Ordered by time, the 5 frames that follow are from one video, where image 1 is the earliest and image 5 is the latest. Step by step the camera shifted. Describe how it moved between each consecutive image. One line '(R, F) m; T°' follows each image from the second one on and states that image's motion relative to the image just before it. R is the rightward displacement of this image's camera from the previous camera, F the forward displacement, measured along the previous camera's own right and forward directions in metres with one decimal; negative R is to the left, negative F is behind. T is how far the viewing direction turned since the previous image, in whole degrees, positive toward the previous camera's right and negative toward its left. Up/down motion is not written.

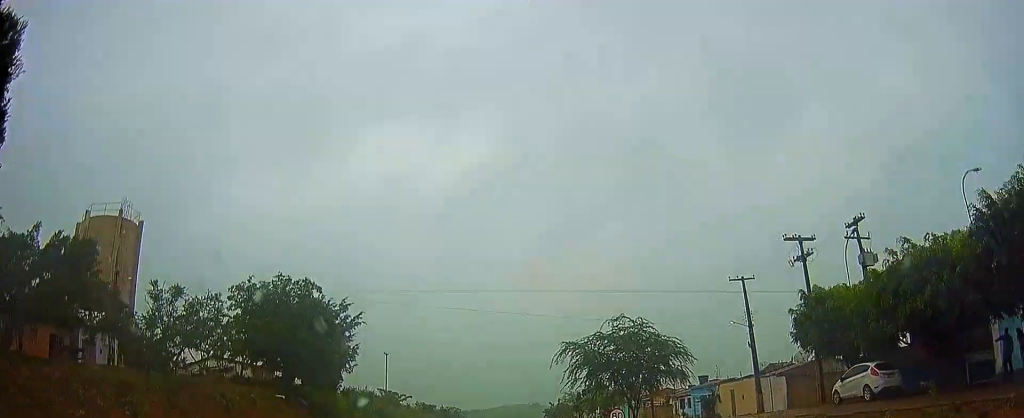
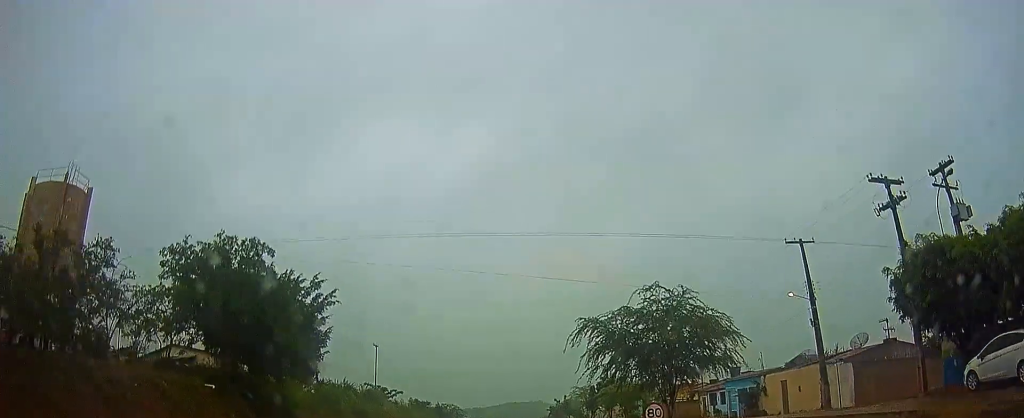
(-0.2, +9.7) m; -1°
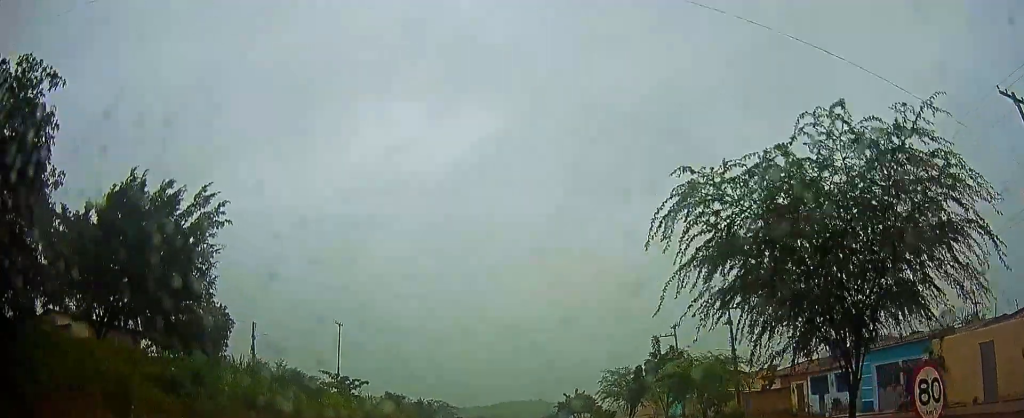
(+0.1, +18.6) m; 0°
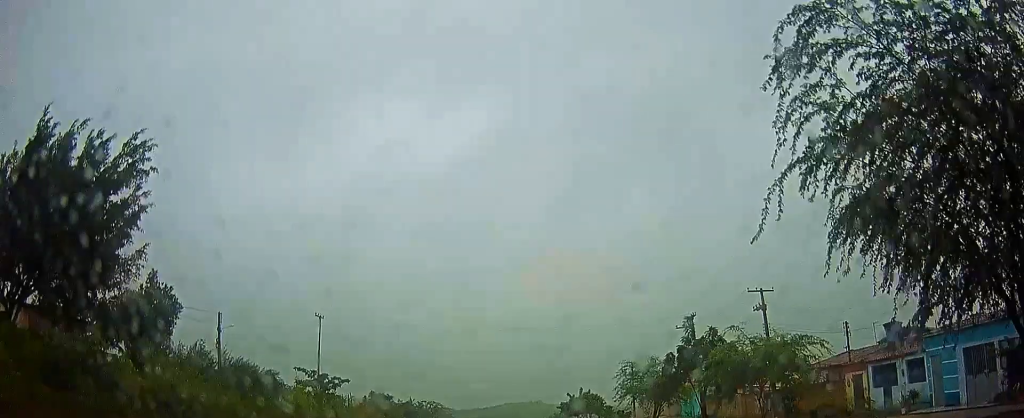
(0.0, +6.2) m; 0°
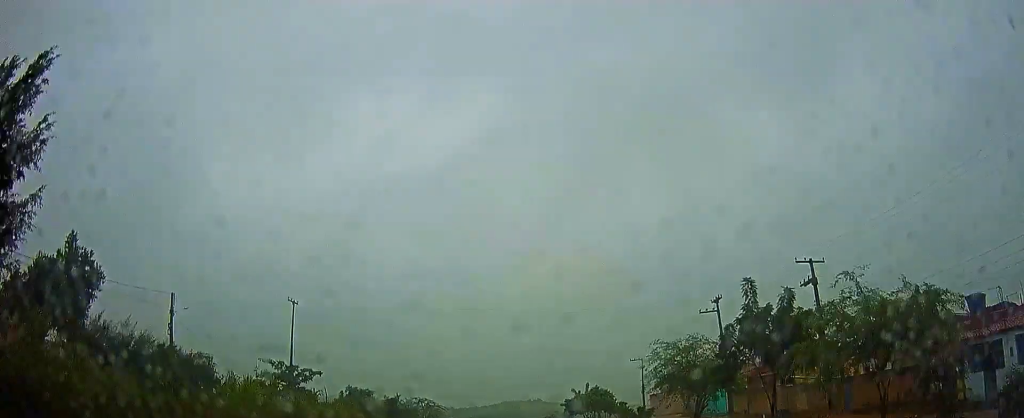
(0.0, +6.9) m; 0°
